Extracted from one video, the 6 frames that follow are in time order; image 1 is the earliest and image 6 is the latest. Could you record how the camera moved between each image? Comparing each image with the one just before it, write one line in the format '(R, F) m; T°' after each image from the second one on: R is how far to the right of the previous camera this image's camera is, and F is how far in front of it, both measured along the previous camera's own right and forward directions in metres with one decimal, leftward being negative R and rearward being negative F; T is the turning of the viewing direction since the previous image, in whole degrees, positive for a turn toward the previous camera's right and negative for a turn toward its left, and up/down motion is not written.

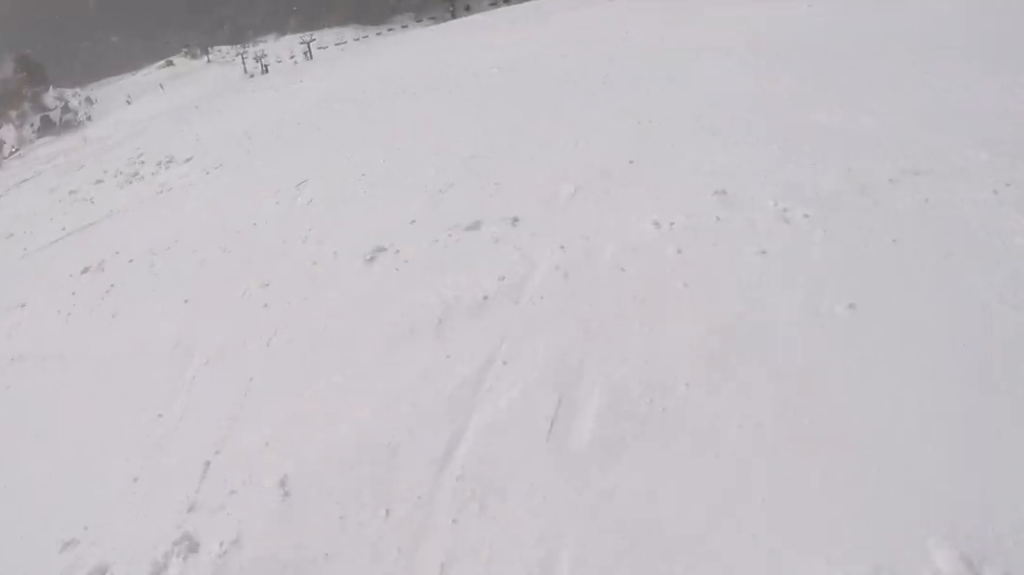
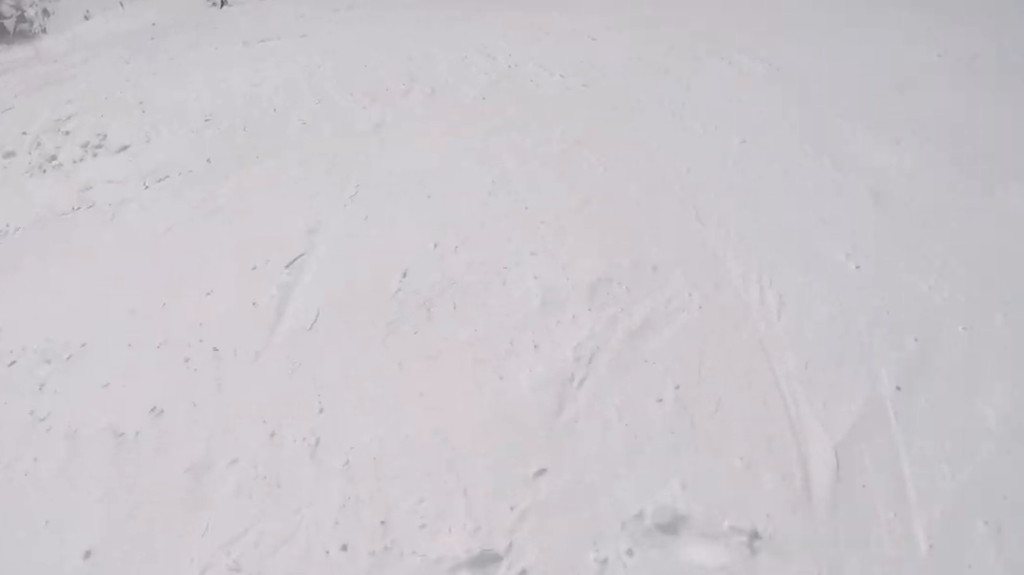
(+0.2, +1.8) m; +4°
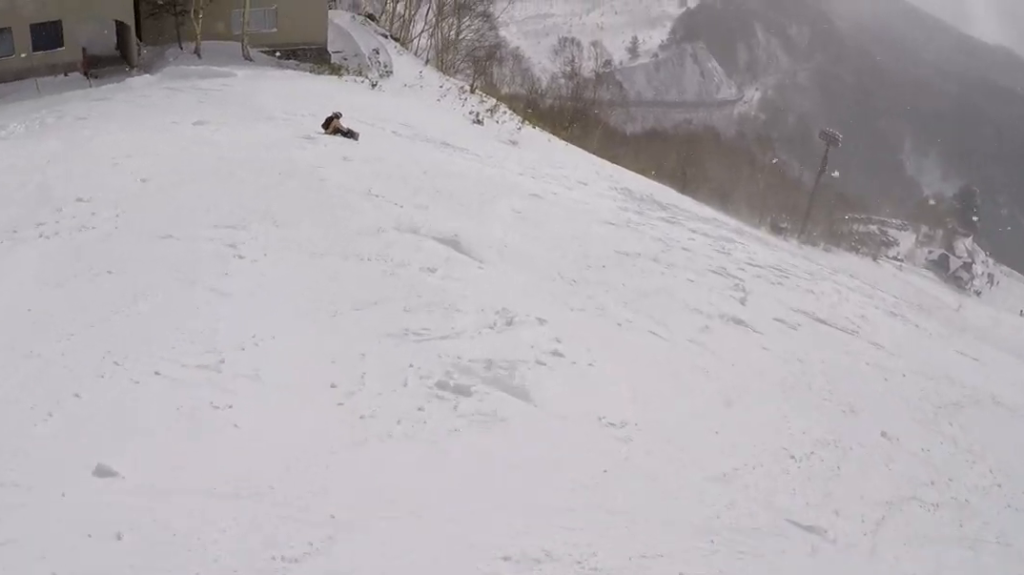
(-1.0, +7.6) m; -33°
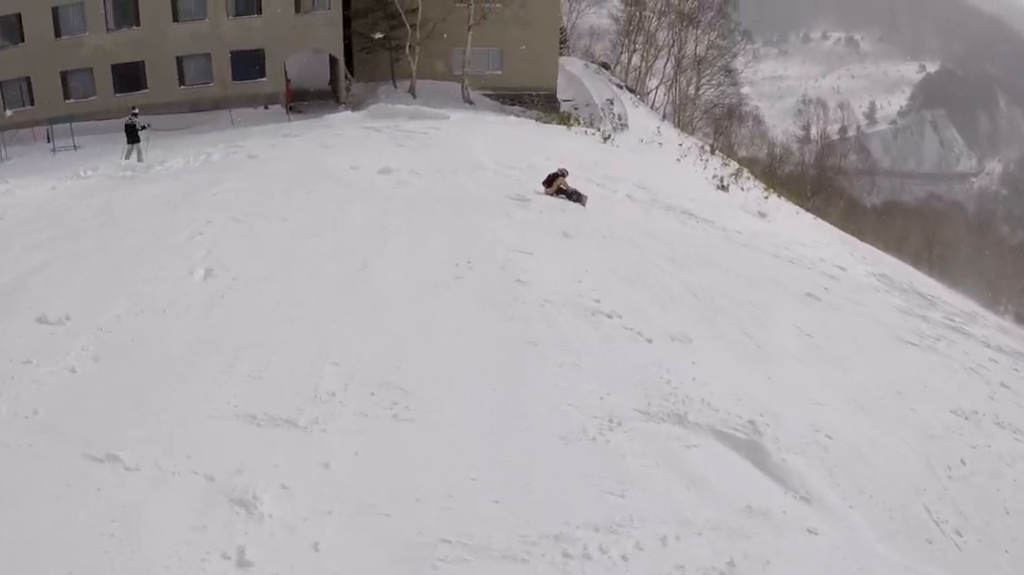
(-0.4, +4.1) m; -15°
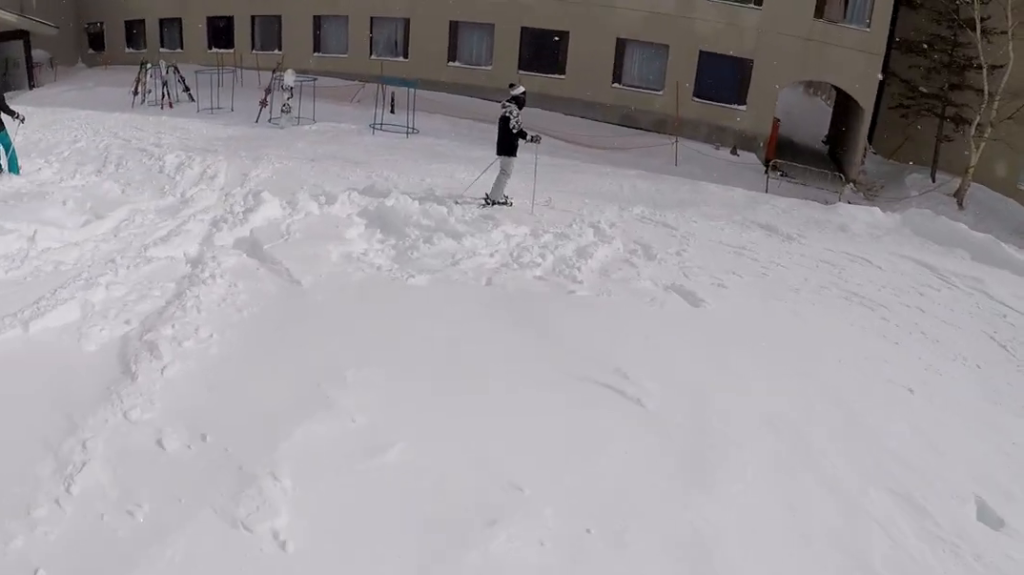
(-5.1, +7.5) m; -59°
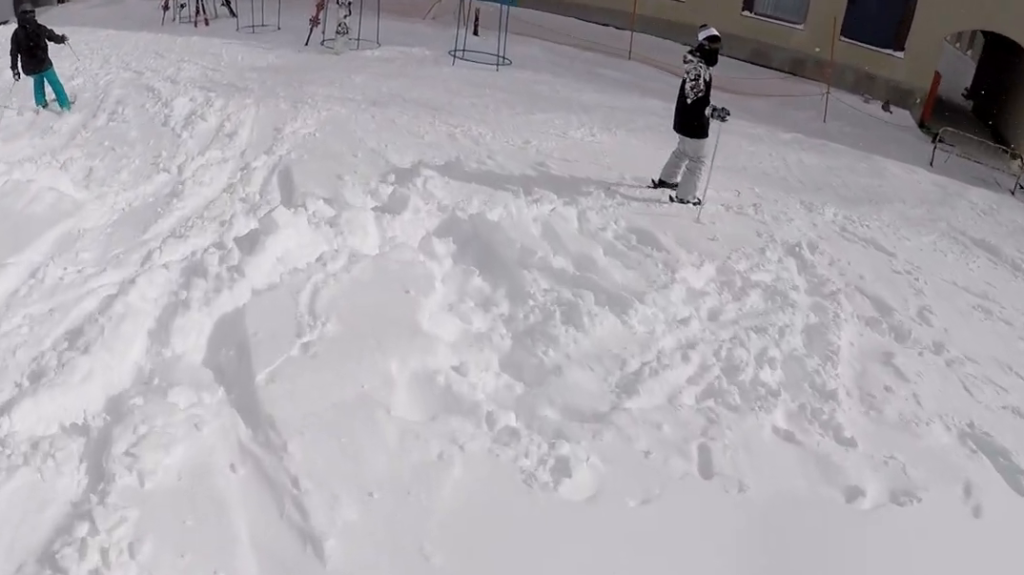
(0.0, +3.5) m; 0°
